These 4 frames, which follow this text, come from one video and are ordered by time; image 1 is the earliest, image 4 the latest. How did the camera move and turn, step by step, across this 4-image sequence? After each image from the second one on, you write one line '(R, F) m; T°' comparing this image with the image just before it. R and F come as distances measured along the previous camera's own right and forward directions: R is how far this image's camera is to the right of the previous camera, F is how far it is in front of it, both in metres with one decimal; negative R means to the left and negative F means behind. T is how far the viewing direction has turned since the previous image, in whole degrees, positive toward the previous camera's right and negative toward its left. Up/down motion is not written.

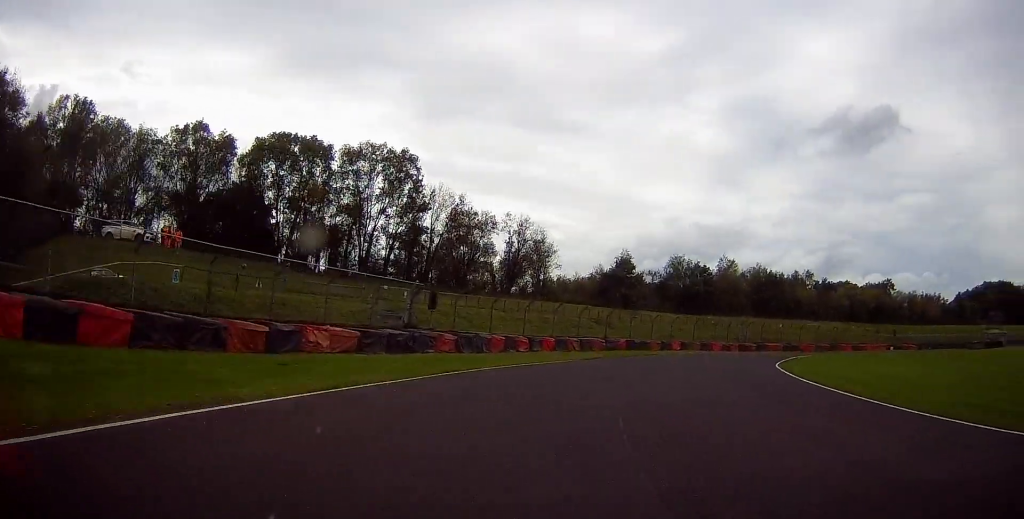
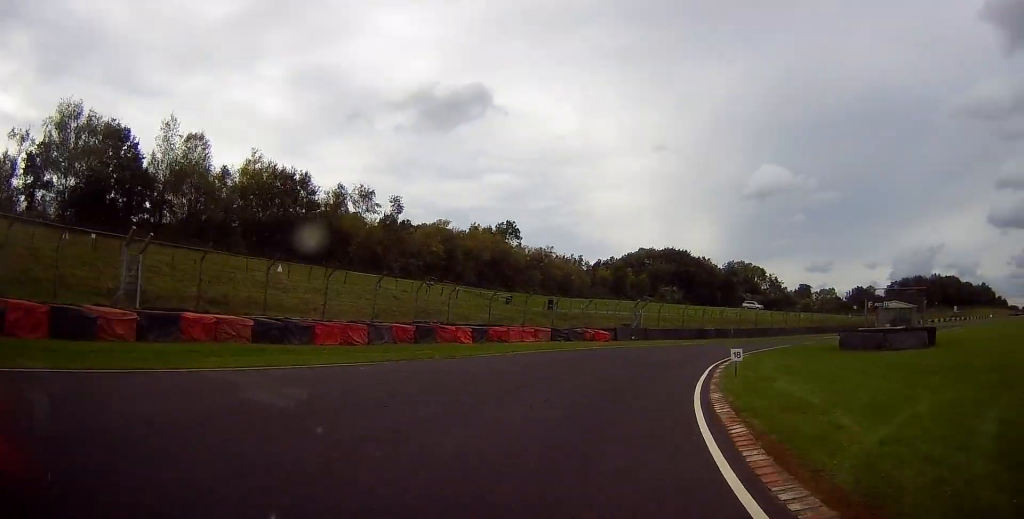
(+19.9, +53.2) m; +38°
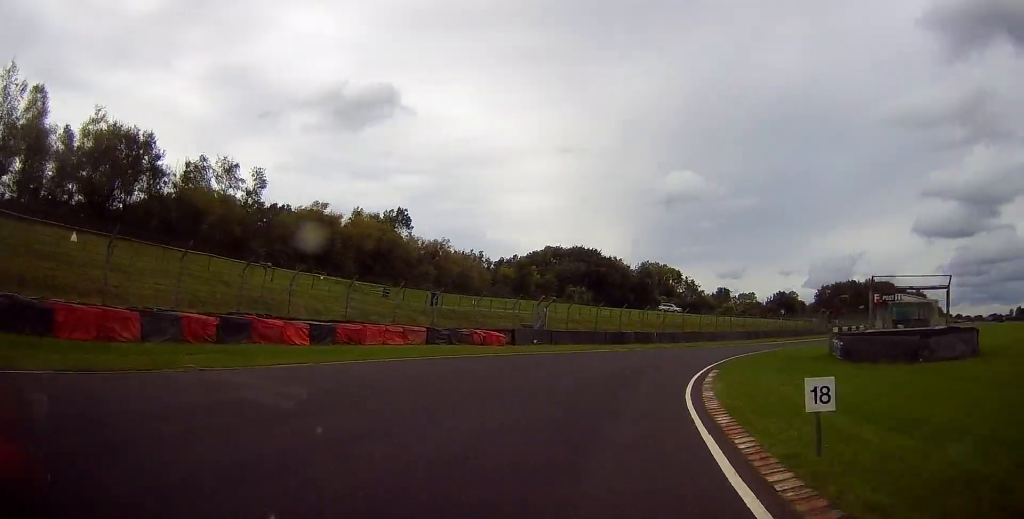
(-0.2, +11.1) m; +7°
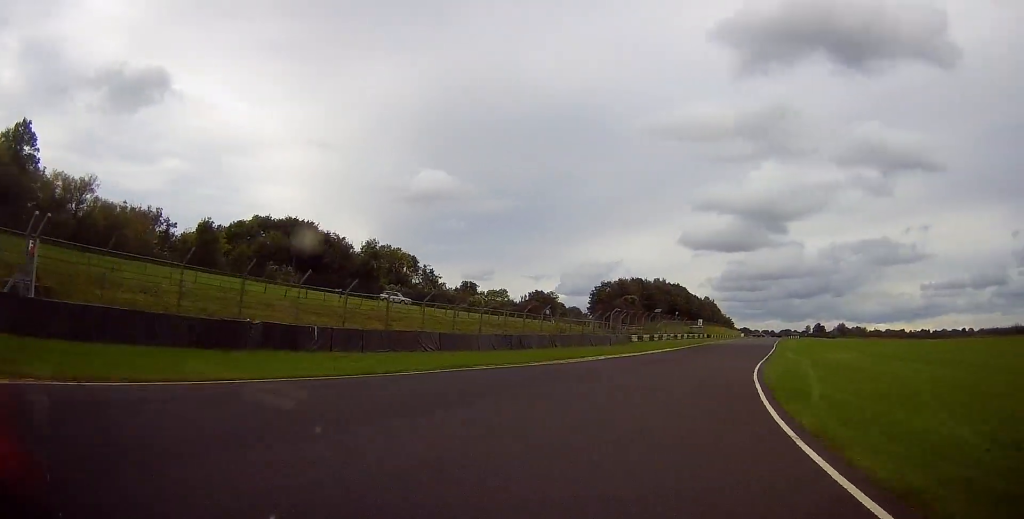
(+7.1, +33.1) m; +20°
